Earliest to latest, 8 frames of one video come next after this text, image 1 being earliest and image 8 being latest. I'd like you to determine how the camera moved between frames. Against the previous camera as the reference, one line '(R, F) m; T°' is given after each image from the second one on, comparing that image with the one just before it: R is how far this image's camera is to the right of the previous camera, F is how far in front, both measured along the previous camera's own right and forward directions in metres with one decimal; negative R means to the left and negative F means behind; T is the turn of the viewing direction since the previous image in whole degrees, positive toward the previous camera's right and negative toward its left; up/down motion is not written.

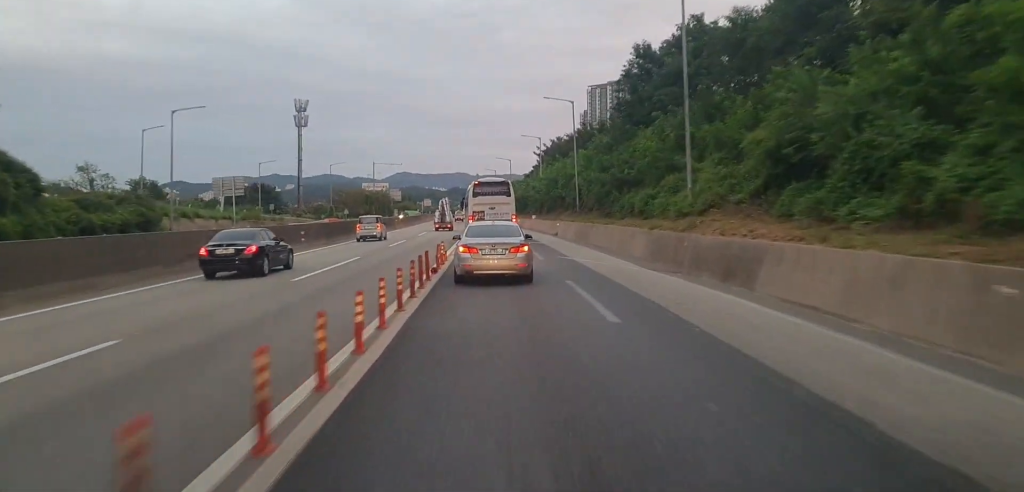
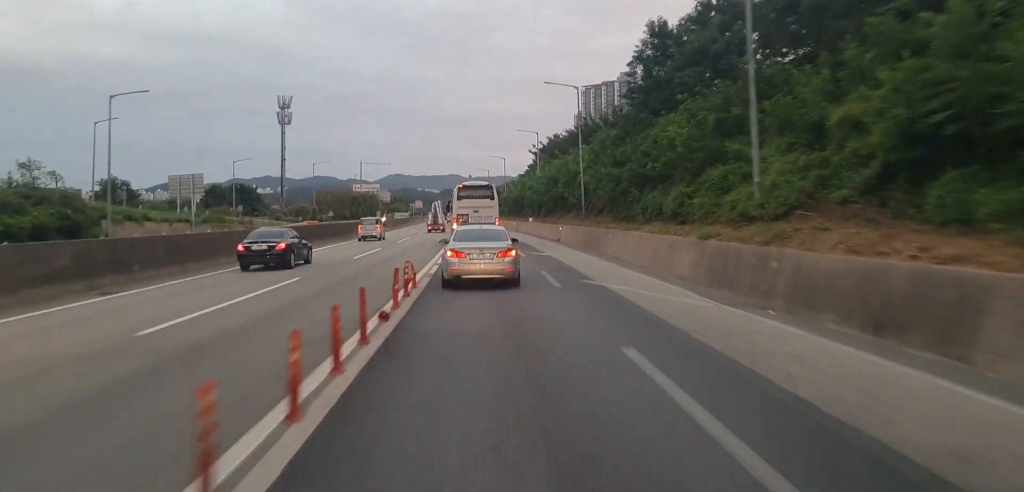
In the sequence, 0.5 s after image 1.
(-0.2, +8.8) m; 0°
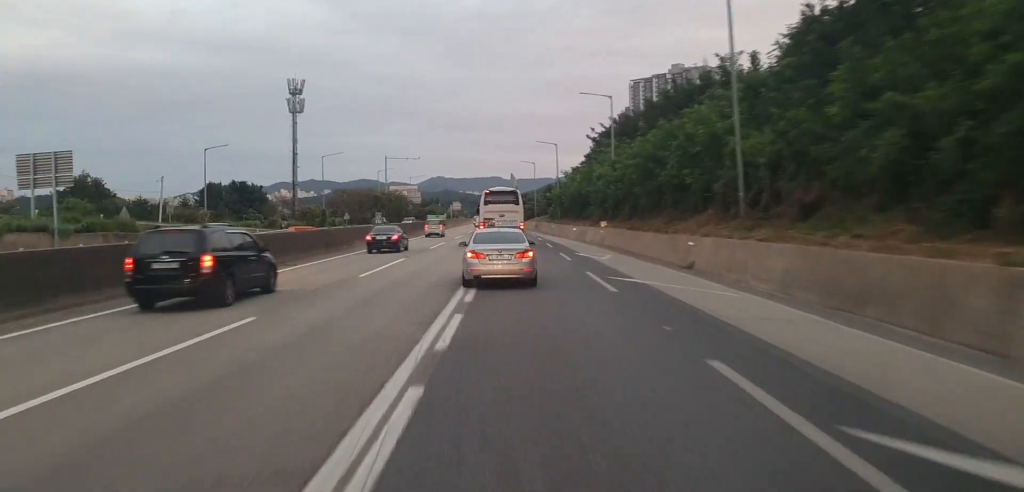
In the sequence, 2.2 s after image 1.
(+0.1, +28.8) m; -1°
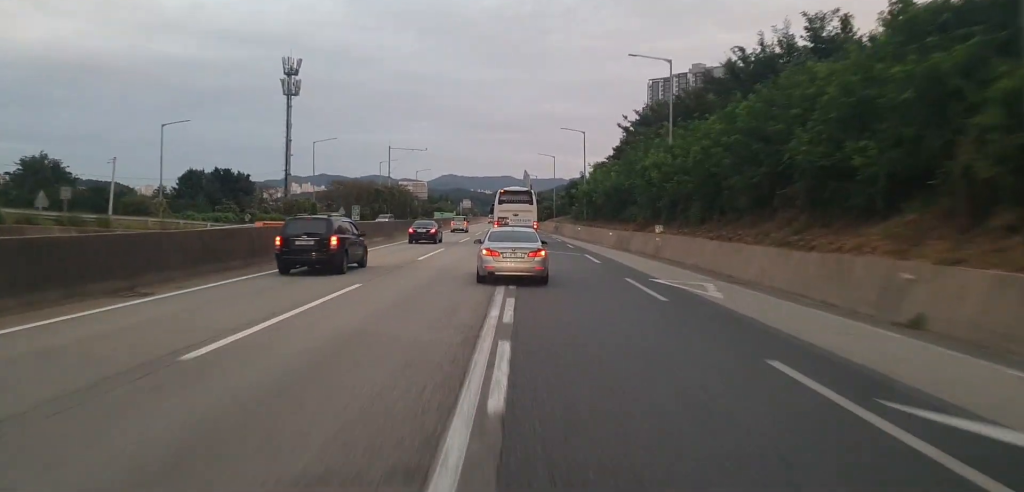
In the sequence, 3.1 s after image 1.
(-0.2, +15.4) m; -1°
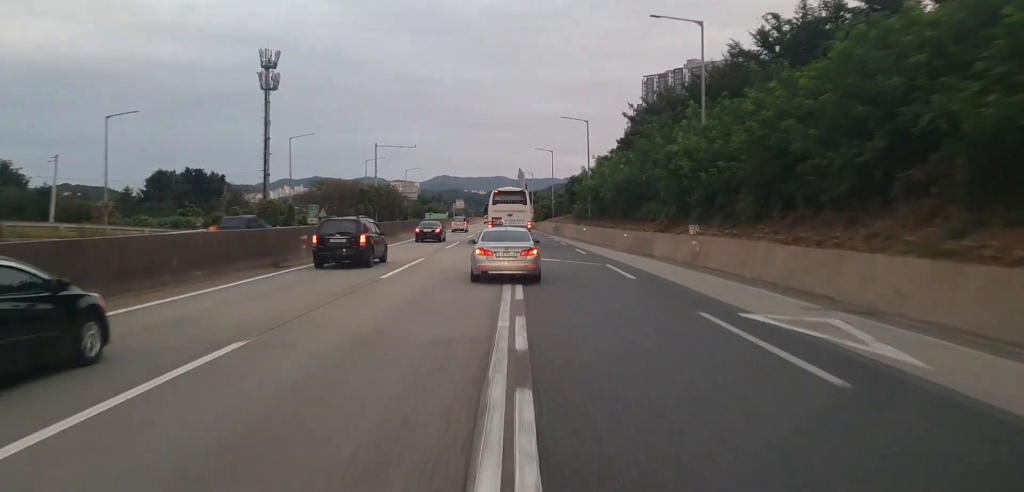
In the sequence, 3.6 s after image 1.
(0.0, +9.0) m; 0°
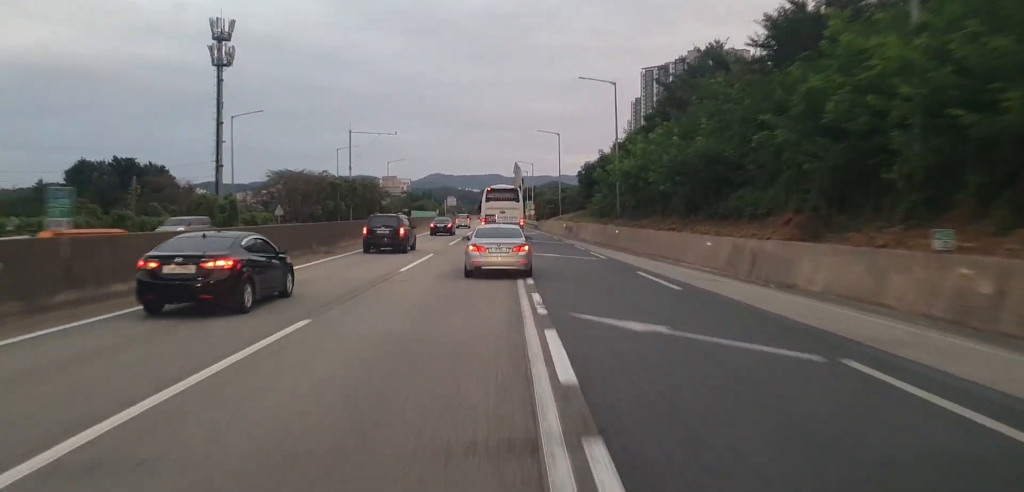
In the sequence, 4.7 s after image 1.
(0.0, +20.3) m; 0°
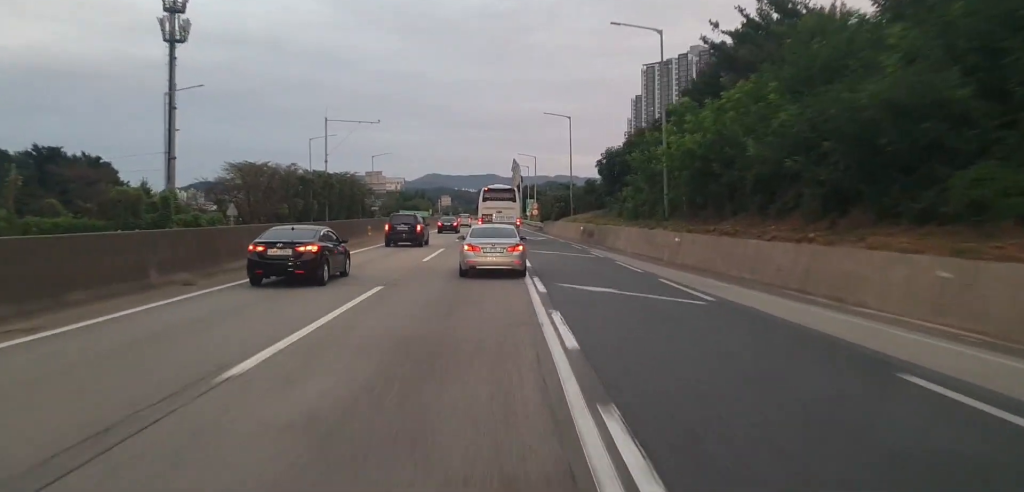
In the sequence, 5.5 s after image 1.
(0.0, +15.9) m; 0°
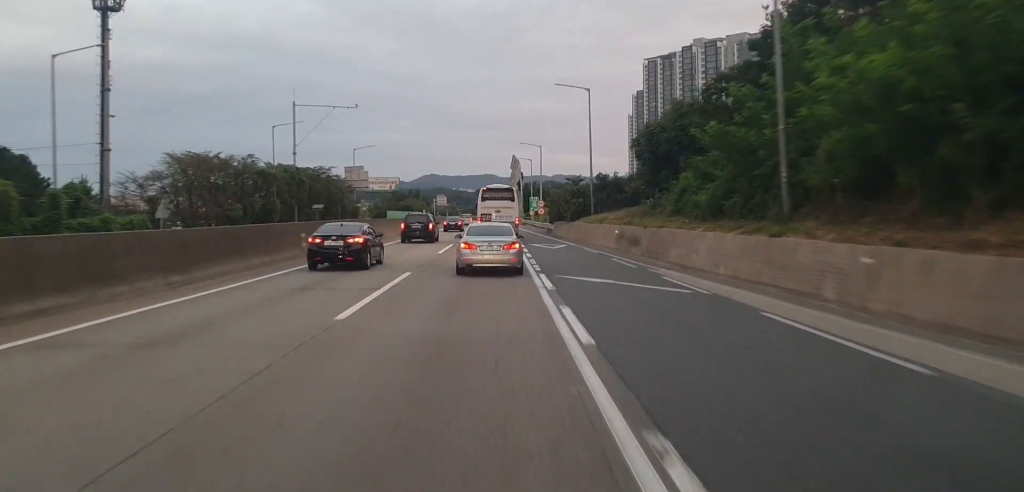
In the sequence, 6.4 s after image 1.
(0.0, +16.9) m; 0°
